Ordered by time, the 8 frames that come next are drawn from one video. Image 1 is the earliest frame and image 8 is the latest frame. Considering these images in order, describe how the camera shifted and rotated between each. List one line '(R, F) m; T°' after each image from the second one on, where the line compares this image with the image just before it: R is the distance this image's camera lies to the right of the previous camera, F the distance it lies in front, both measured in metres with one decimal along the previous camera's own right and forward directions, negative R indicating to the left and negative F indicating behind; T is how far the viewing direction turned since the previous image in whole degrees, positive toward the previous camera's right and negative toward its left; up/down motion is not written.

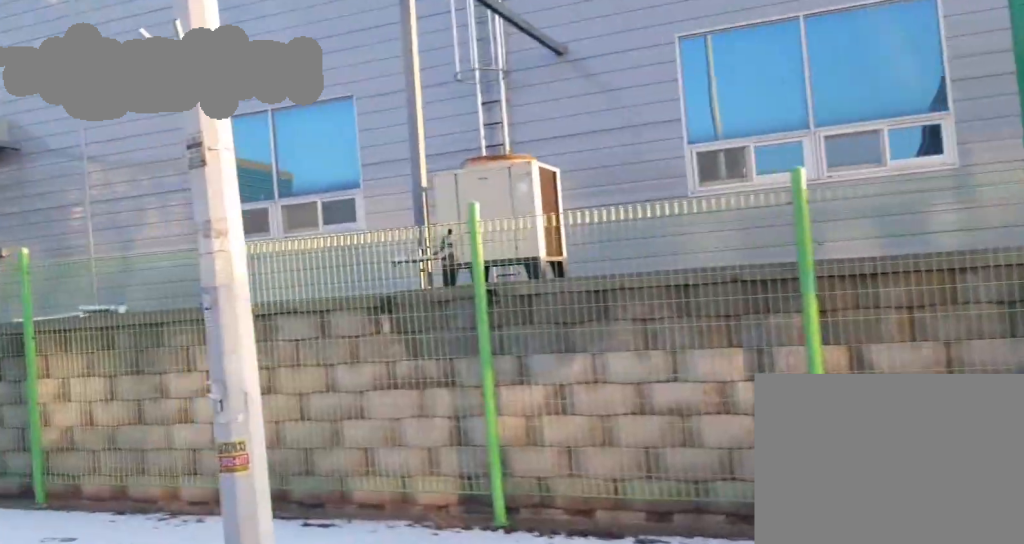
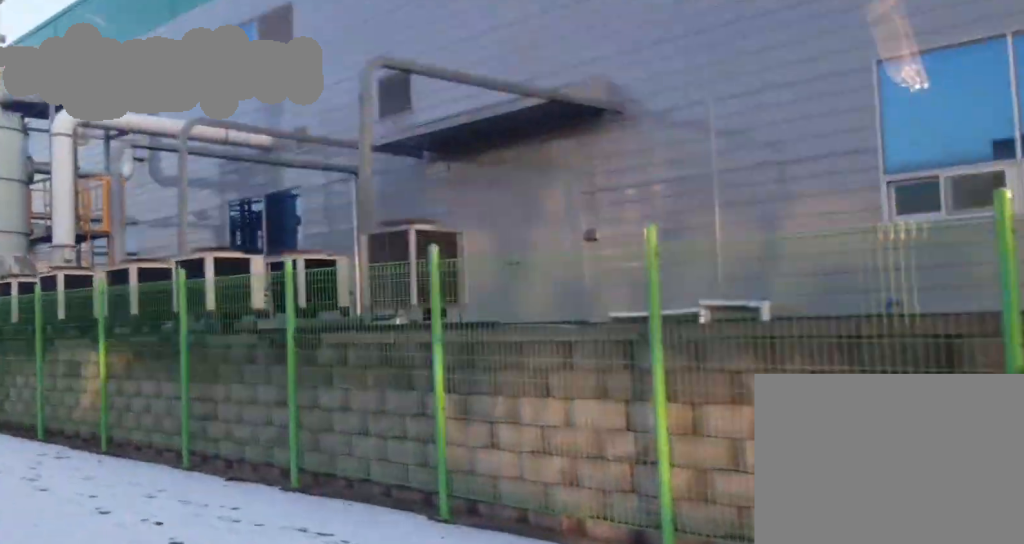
(-0.9, +3.4) m; -15°
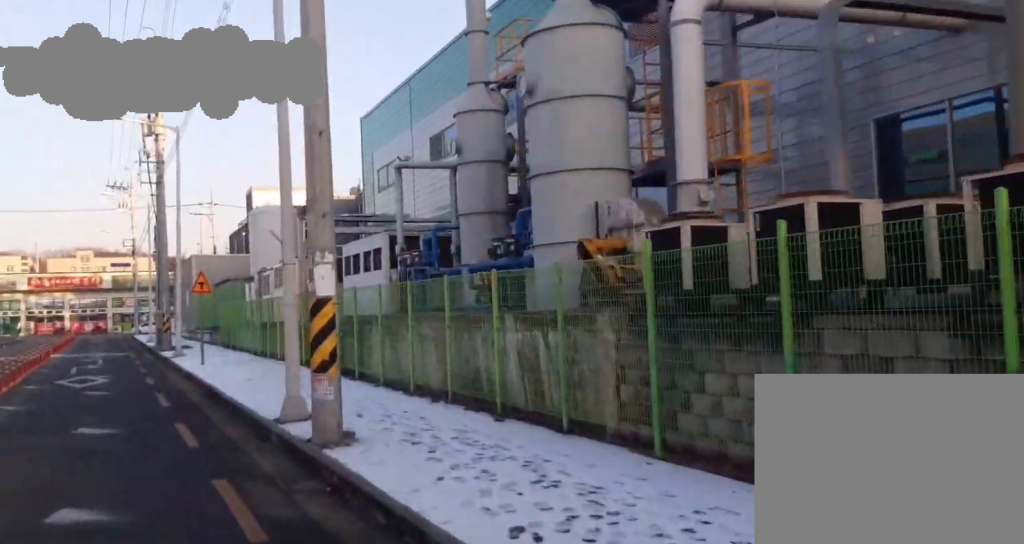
(0.0, +5.8) m; -8°
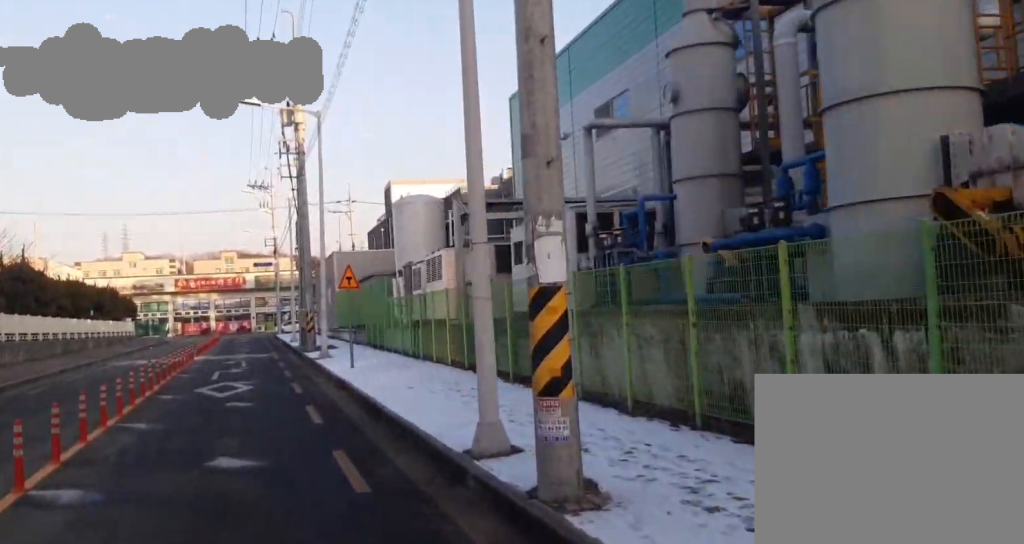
(-0.3, +3.6) m; -8°
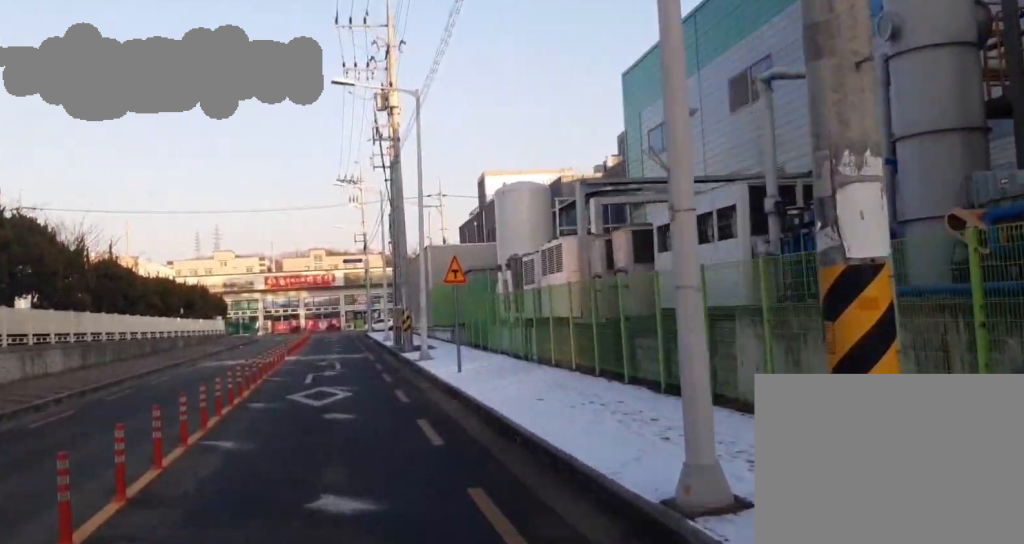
(-0.3, +2.8) m; -5°
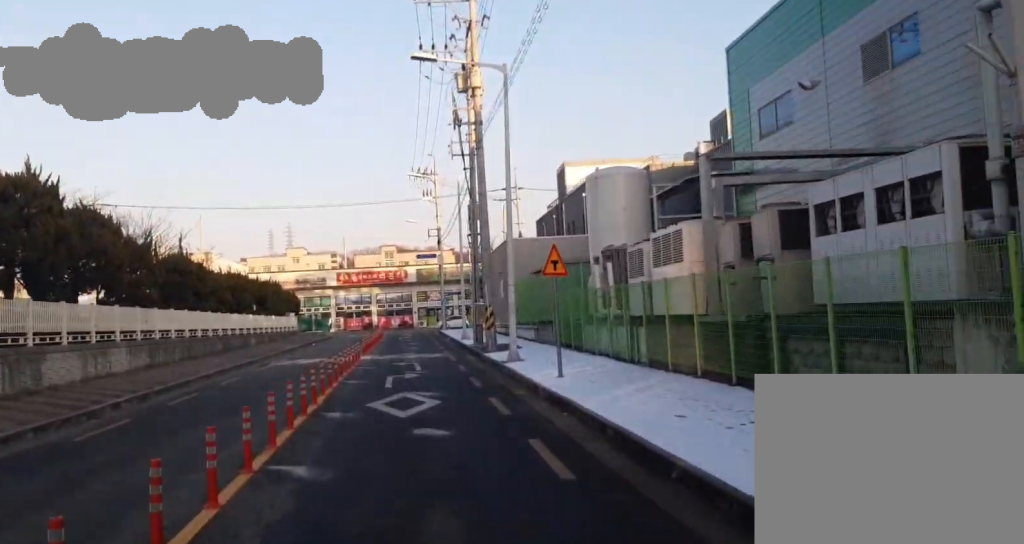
(-0.1, +2.8) m; 0°
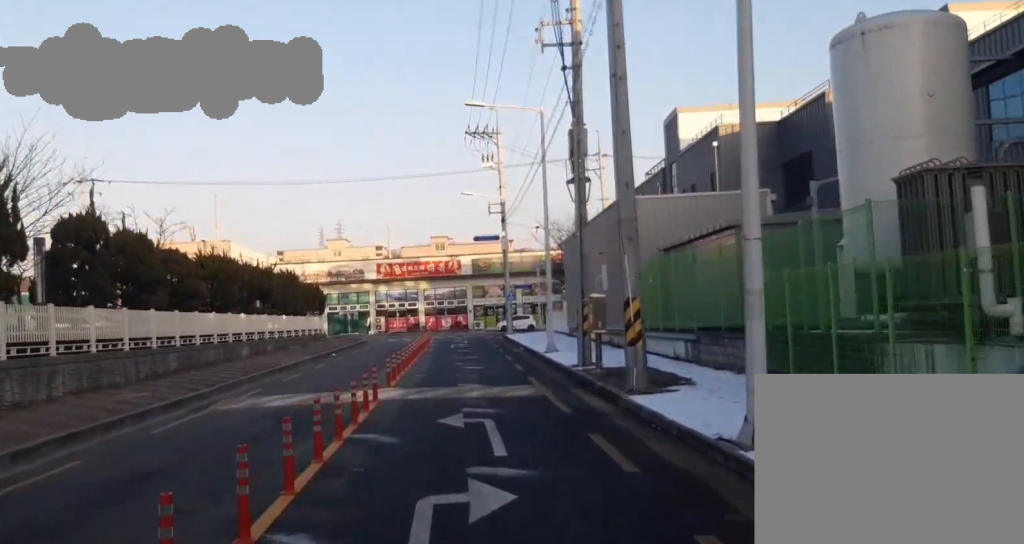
(+0.4, +13.3) m; +3°
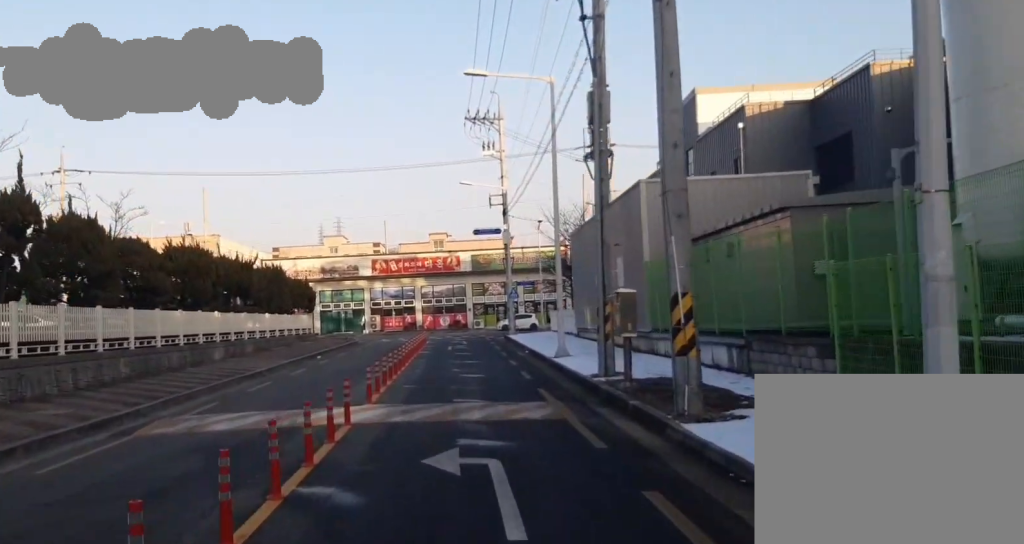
(0.0, +3.2) m; +1°
